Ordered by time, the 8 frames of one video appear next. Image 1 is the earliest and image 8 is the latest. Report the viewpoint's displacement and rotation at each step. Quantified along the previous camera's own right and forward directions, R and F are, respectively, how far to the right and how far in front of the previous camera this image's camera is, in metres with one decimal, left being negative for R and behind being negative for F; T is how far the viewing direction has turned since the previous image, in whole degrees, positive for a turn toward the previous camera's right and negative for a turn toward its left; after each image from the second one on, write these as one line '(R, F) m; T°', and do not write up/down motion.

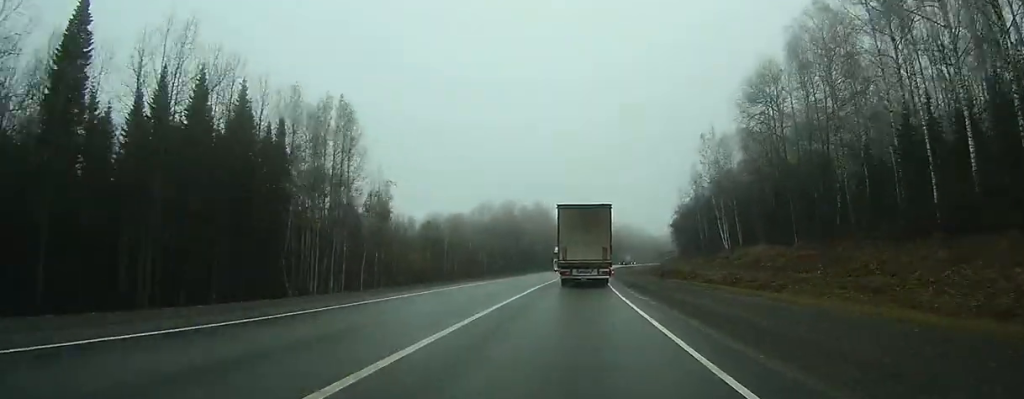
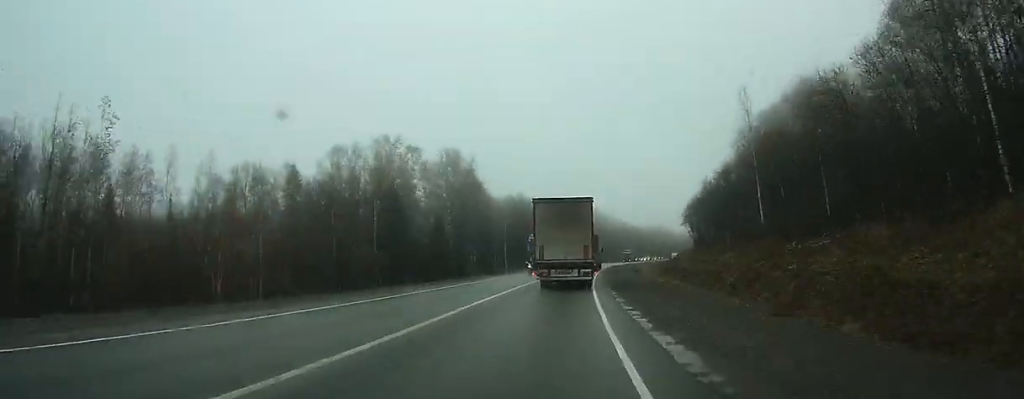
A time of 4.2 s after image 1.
(+3.2, +92.7) m; +4°
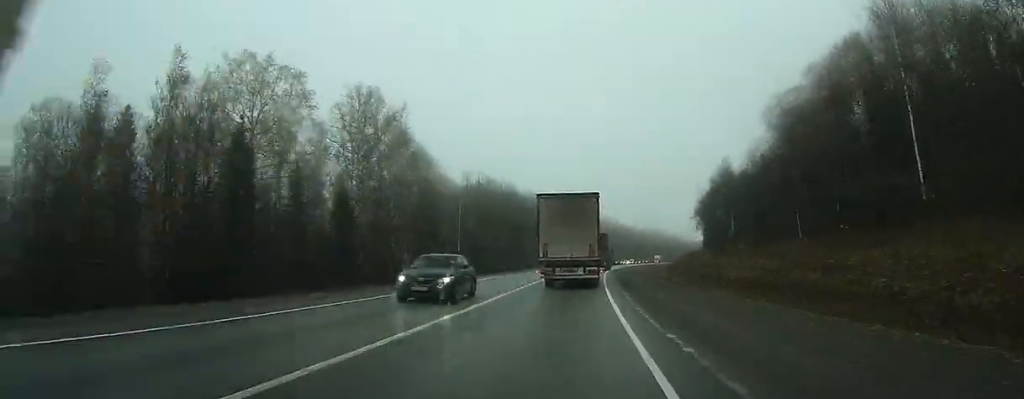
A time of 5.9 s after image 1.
(+0.4, +36.9) m; +2°
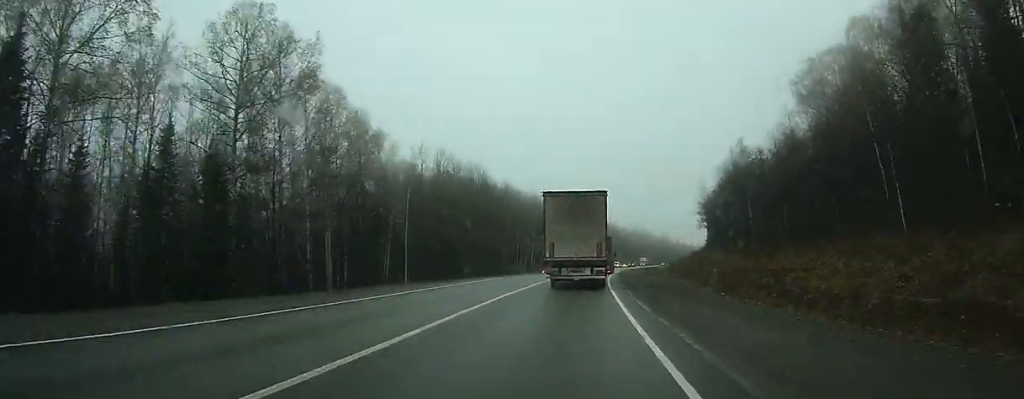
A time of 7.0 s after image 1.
(+0.1, +22.4) m; +1°
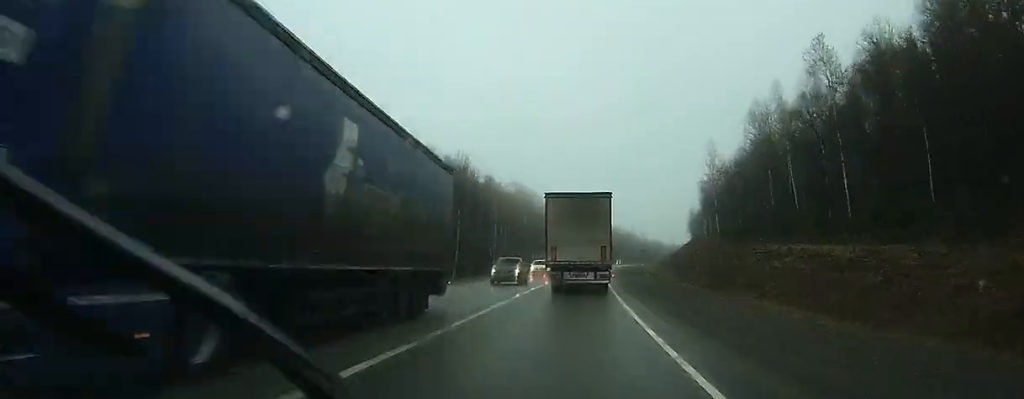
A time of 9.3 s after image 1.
(+1.3, +48.2) m; +3°
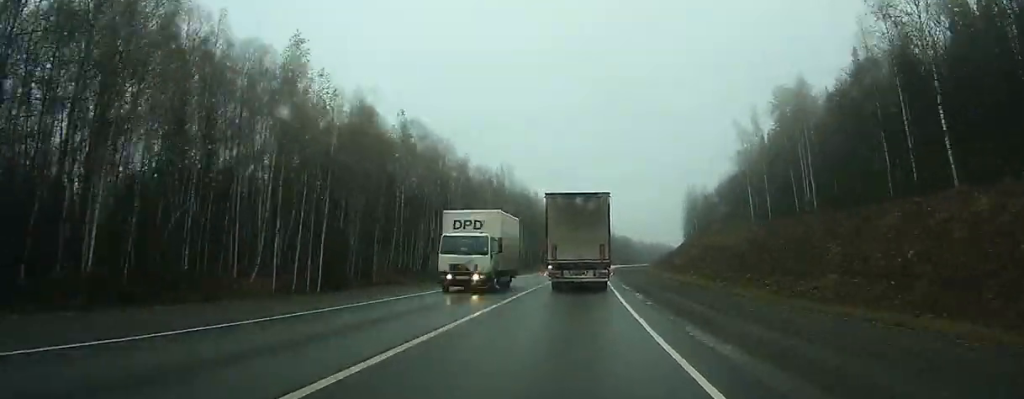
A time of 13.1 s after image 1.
(+3.2, +79.3) m; +7°
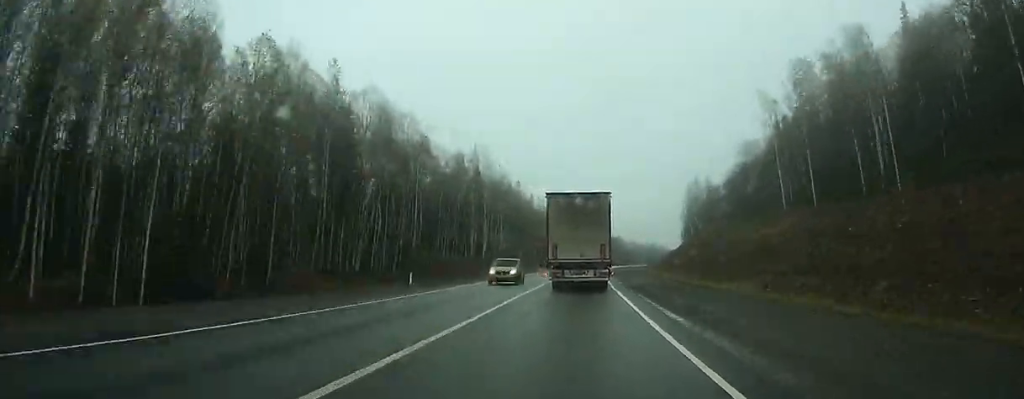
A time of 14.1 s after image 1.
(-0.3, +20.7) m; +4°
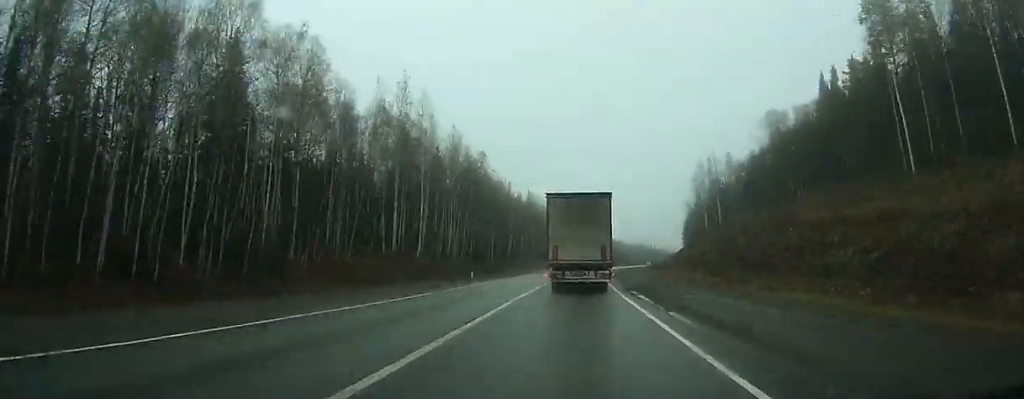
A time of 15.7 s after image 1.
(+3.1, +35.5) m; +2°
